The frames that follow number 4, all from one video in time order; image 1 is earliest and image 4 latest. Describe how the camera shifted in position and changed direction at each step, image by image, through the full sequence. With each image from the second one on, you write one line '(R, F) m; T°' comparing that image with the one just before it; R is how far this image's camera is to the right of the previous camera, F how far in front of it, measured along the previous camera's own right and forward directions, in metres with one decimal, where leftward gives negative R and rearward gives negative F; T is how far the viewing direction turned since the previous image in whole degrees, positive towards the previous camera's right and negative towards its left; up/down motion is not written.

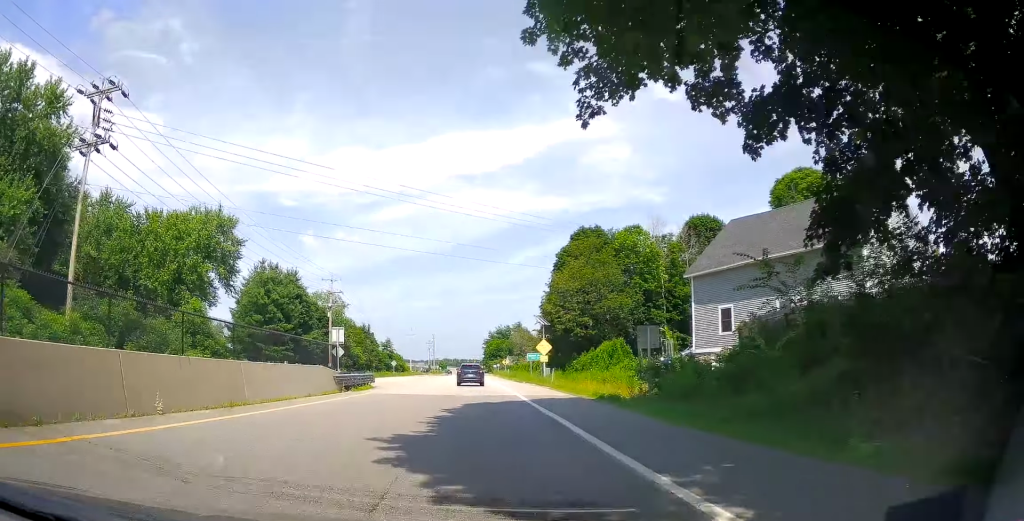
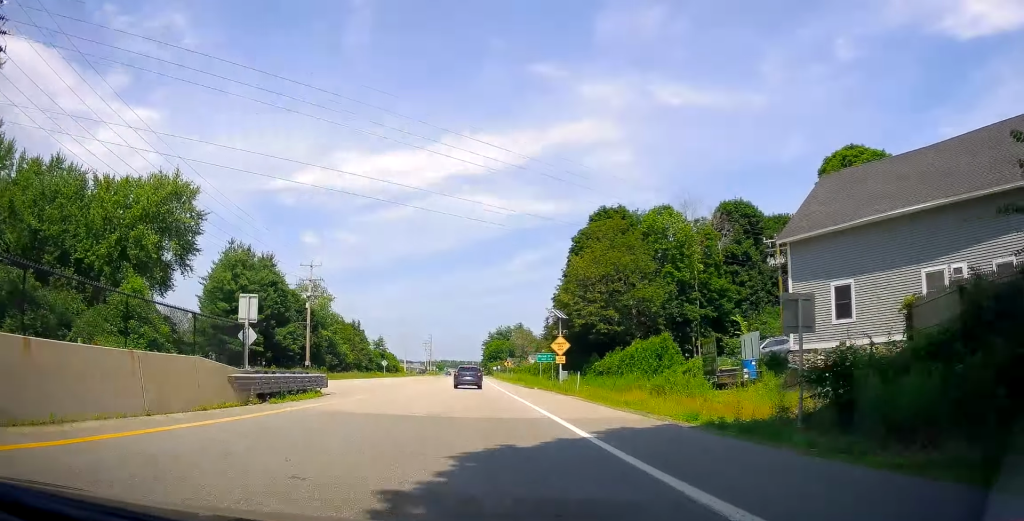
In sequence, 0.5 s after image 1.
(+0.1, +12.8) m; 0°
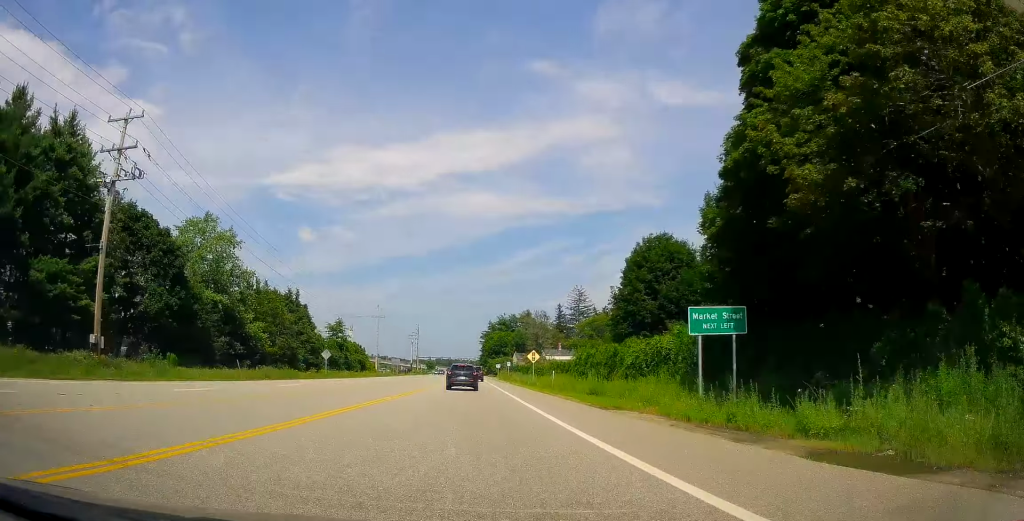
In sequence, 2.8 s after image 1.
(+0.8, +50.1) m; +3°
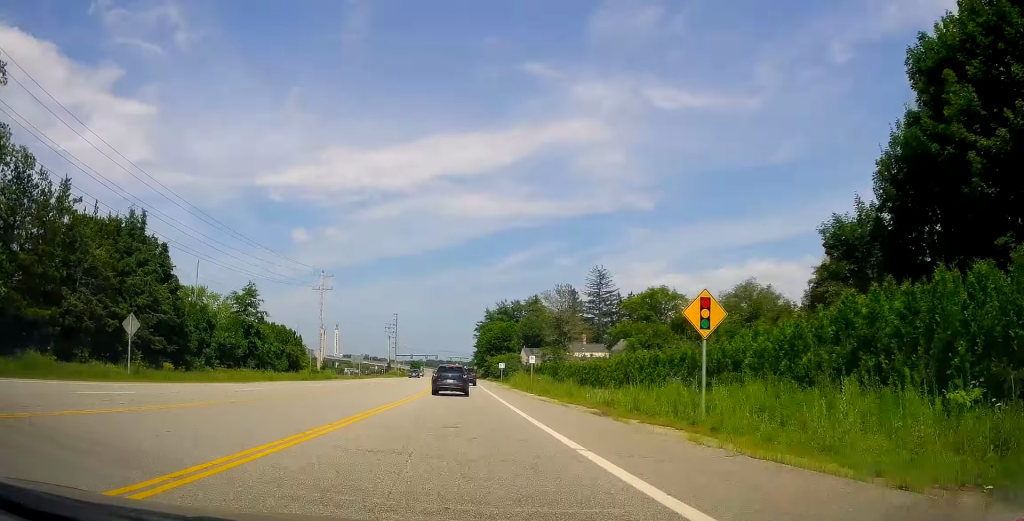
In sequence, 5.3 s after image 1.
(+0.4, +45.4) m; 0°
